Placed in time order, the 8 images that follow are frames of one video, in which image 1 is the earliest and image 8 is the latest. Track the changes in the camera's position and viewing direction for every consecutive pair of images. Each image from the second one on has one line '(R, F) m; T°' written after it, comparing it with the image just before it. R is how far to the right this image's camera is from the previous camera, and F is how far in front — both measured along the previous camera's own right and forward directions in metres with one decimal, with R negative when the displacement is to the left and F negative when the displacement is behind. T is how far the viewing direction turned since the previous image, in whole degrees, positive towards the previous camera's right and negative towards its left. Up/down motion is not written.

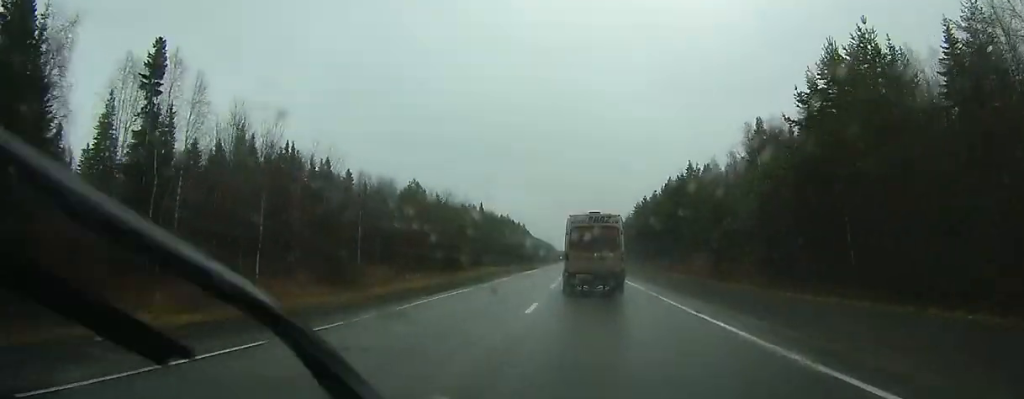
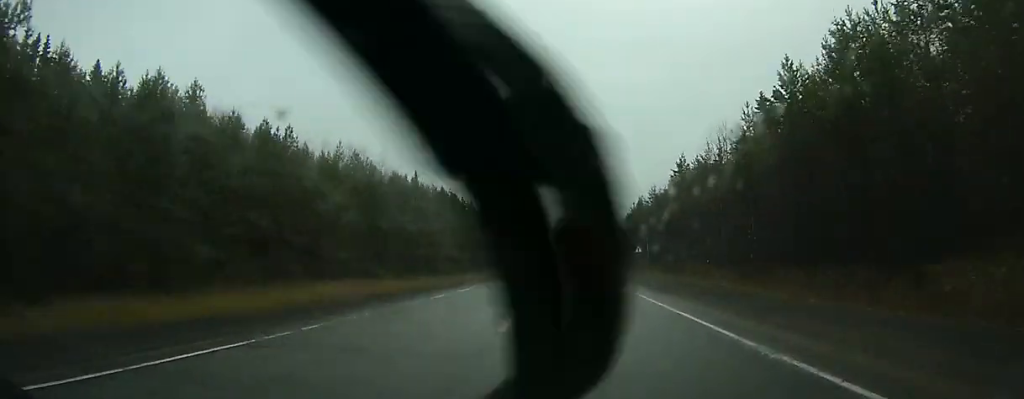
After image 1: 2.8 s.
(-0.1, +75.7) m; 0°
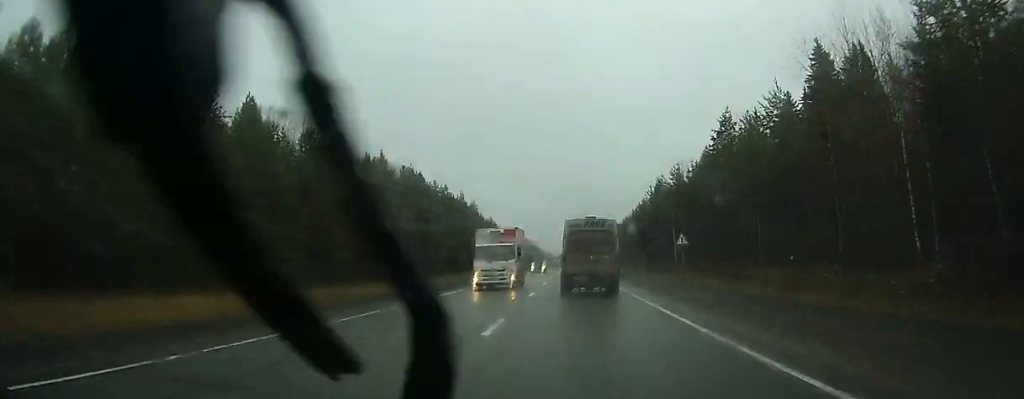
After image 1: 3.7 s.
(0.0, +24.9) m; 0°
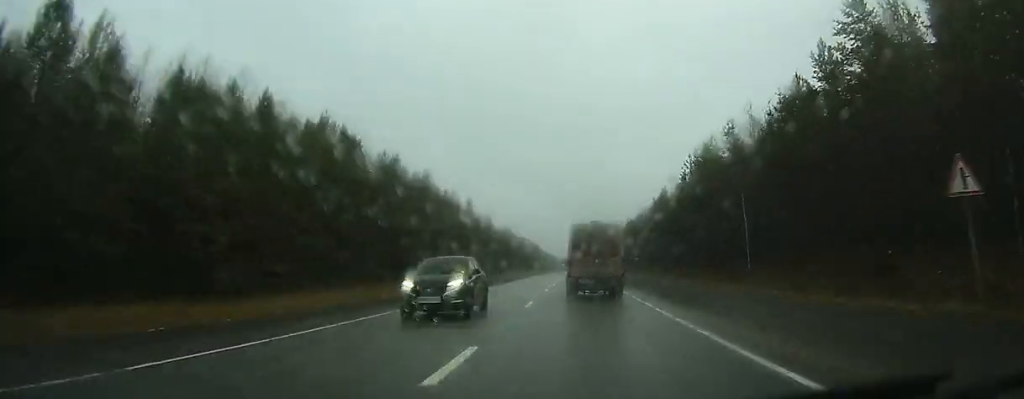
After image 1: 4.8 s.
(+0.1, +28.0) m; 0°
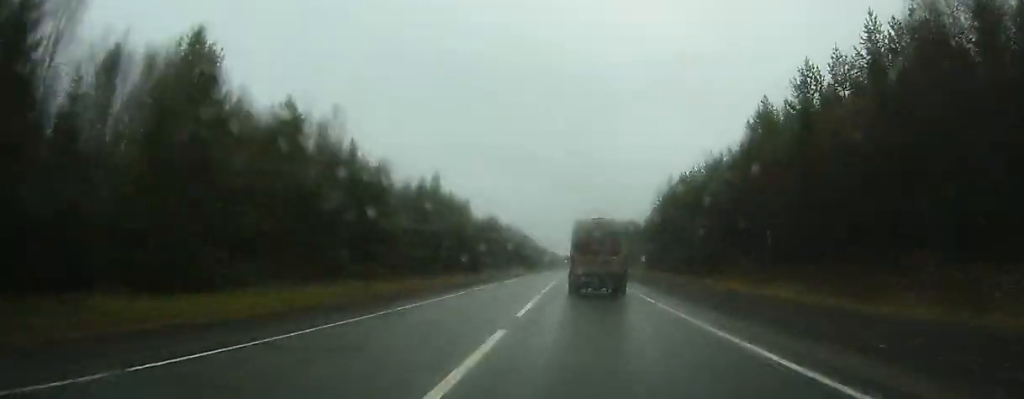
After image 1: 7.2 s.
(-0.2, +61.9) m; -1°
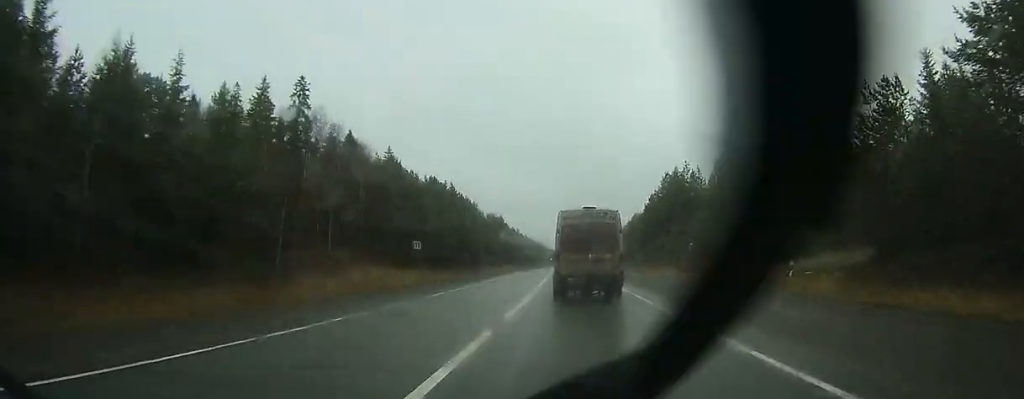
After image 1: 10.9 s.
(-0.6, +90.4) m; 0°
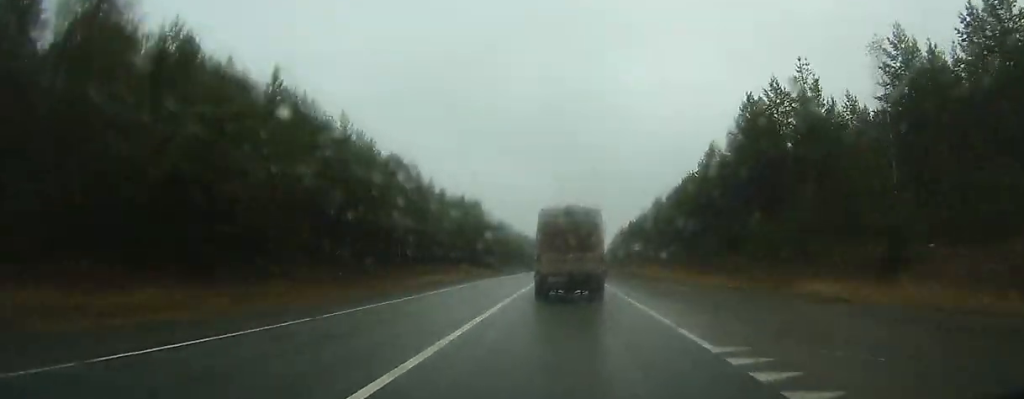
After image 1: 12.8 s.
(0.0, +48.3) m; 0°
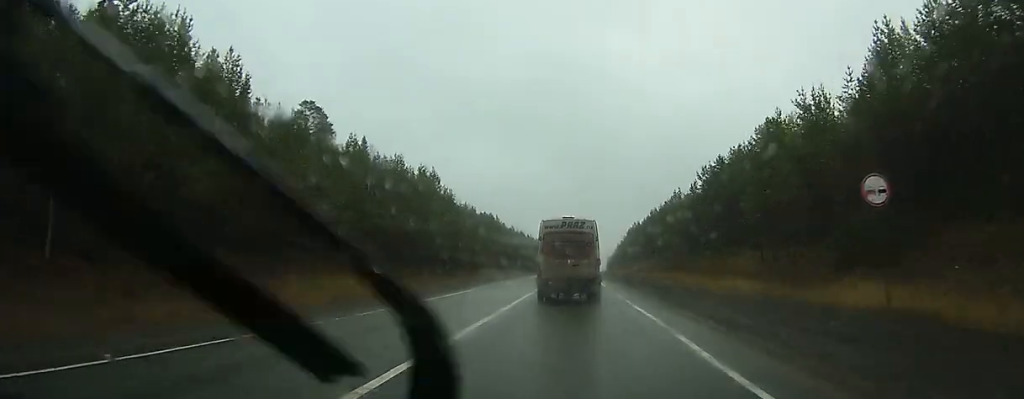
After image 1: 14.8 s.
(+0.1, +51.0) m; 0°
